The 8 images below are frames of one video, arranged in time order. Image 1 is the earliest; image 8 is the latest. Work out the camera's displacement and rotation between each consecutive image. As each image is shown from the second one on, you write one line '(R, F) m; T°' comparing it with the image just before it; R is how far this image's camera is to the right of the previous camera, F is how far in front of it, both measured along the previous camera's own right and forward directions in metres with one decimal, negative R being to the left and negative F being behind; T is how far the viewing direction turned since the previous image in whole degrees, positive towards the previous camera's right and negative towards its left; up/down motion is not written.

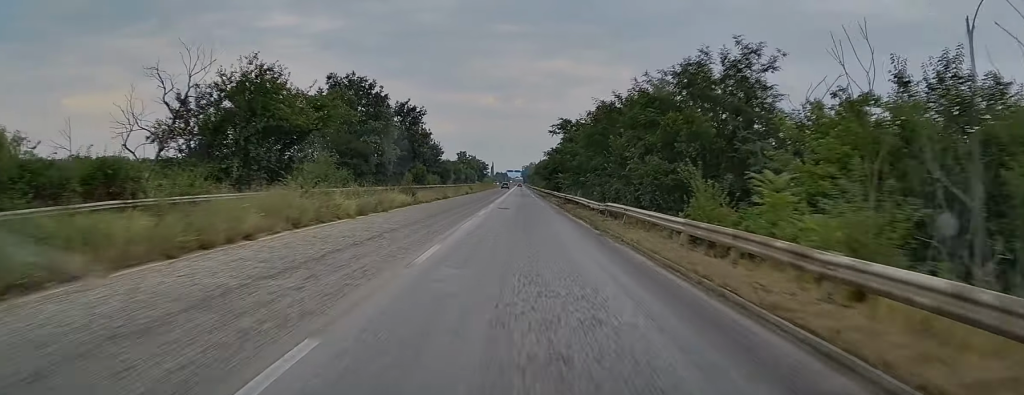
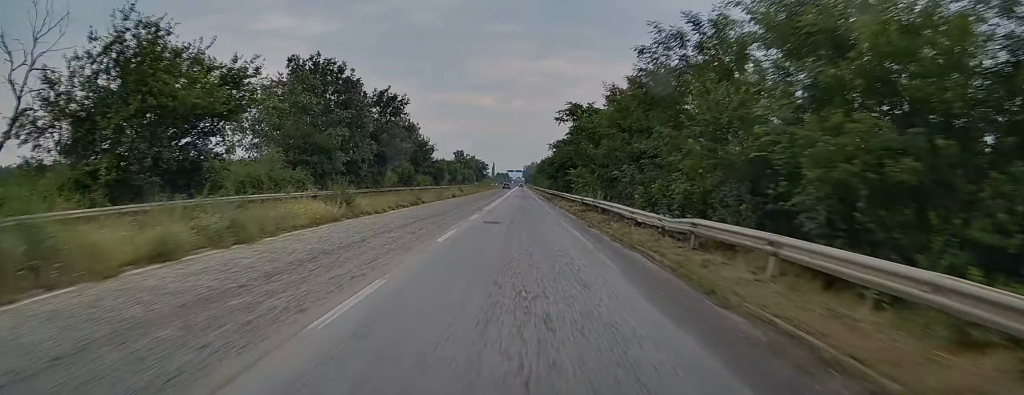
(+0.1, +13.7) m; 0°
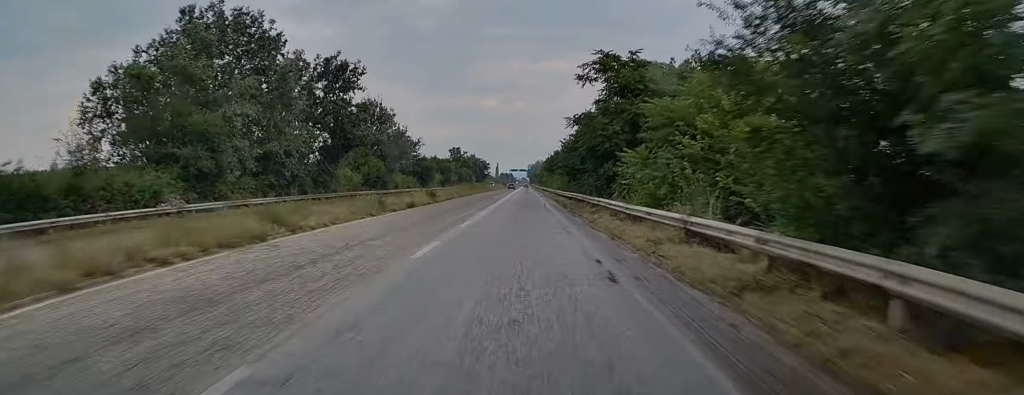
(0.0, +22.7) m; 0°
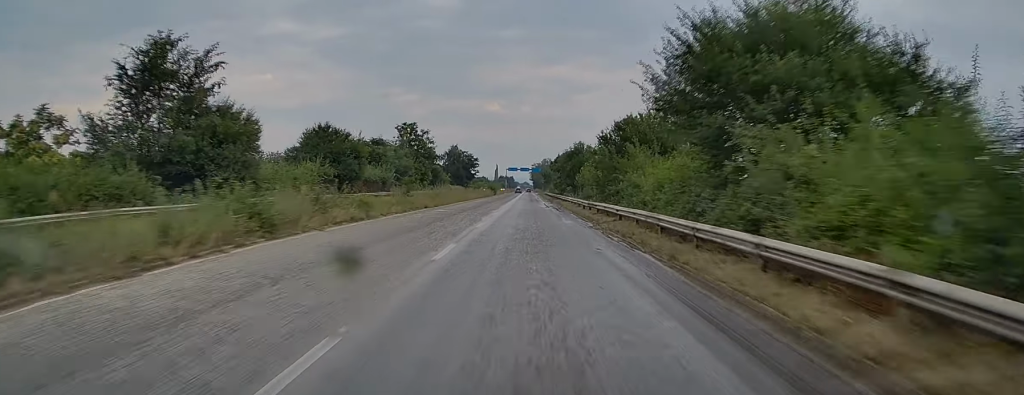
(0.0, +79.1) m; +1°
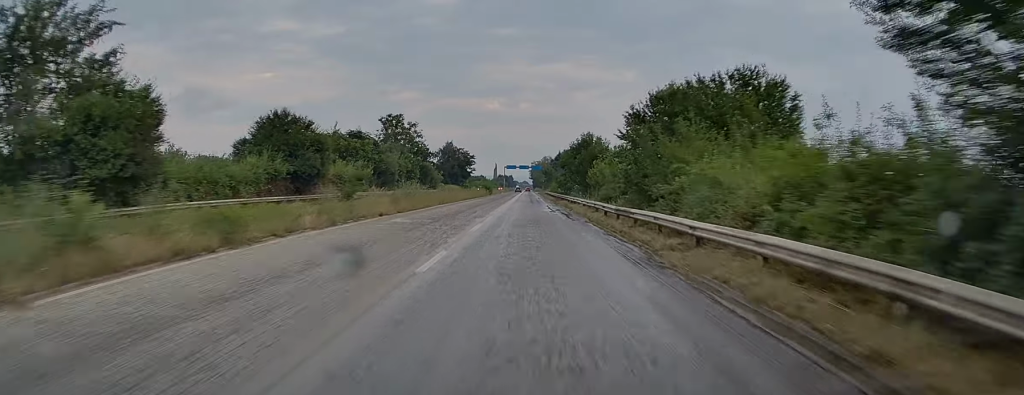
(0.0, +11.1) m; -1°
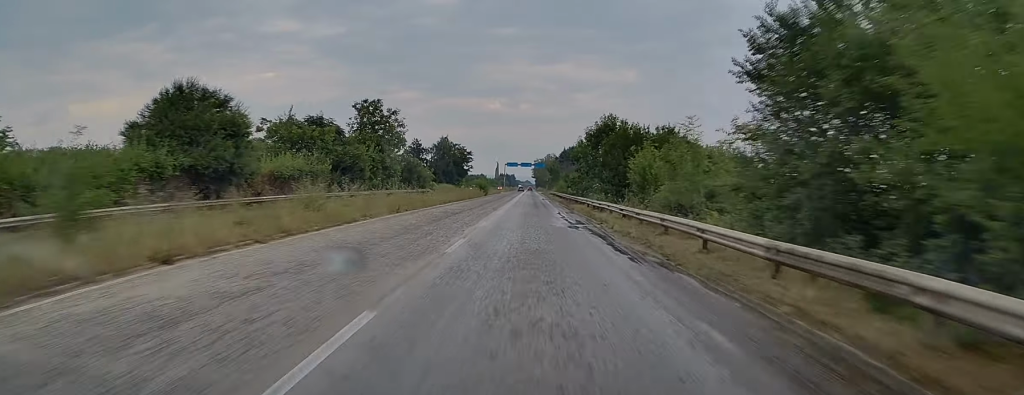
(0.0, +15.6) m; -1°
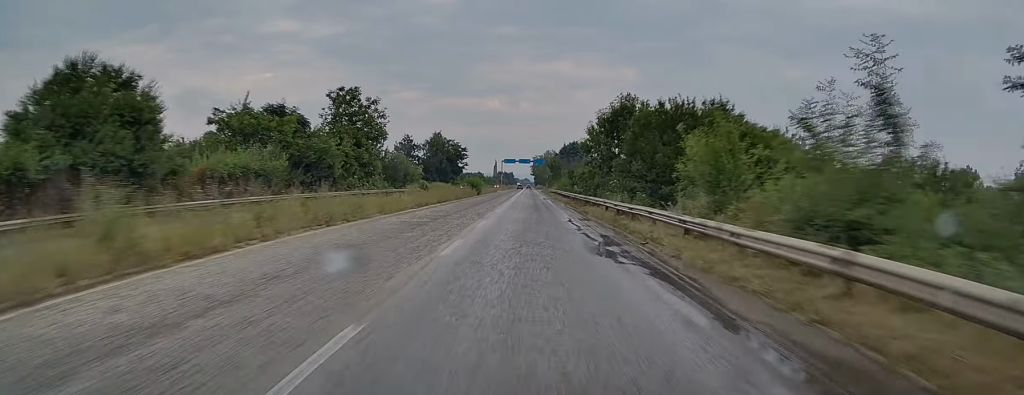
(-0.2, +9.7) m; 0°
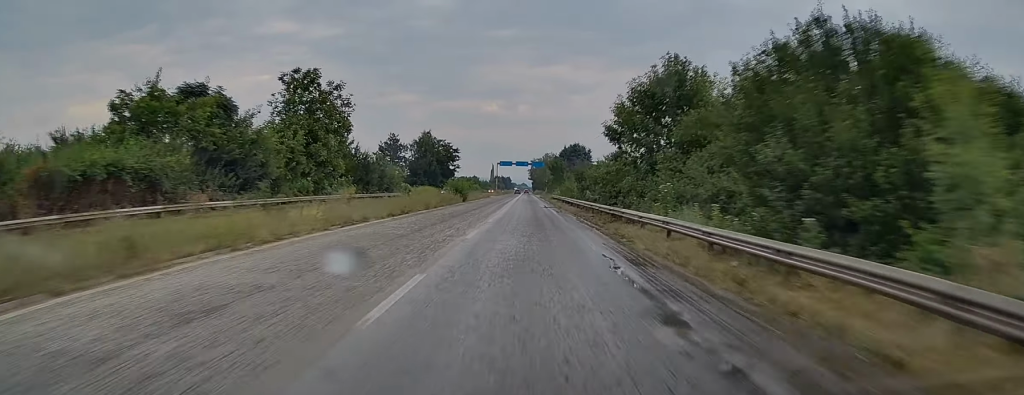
(-0.1, +13.3) m; 0°
